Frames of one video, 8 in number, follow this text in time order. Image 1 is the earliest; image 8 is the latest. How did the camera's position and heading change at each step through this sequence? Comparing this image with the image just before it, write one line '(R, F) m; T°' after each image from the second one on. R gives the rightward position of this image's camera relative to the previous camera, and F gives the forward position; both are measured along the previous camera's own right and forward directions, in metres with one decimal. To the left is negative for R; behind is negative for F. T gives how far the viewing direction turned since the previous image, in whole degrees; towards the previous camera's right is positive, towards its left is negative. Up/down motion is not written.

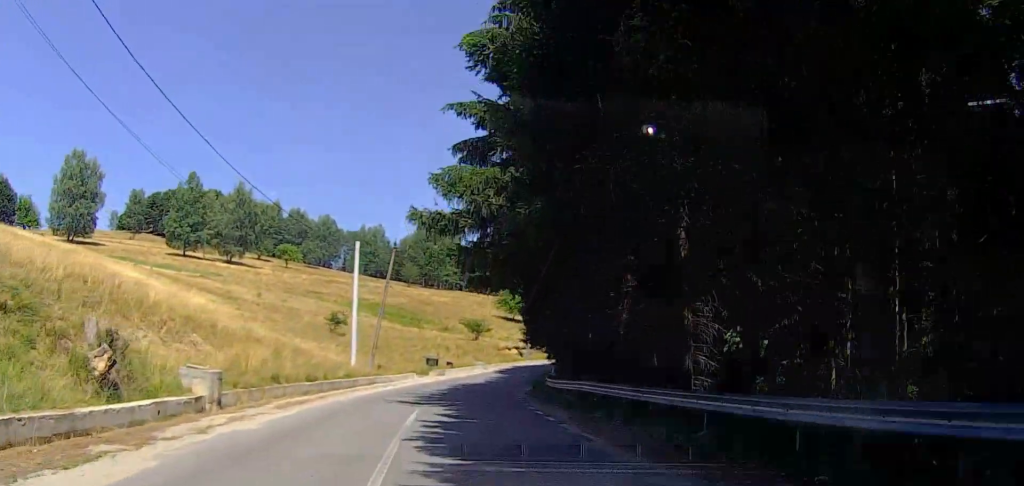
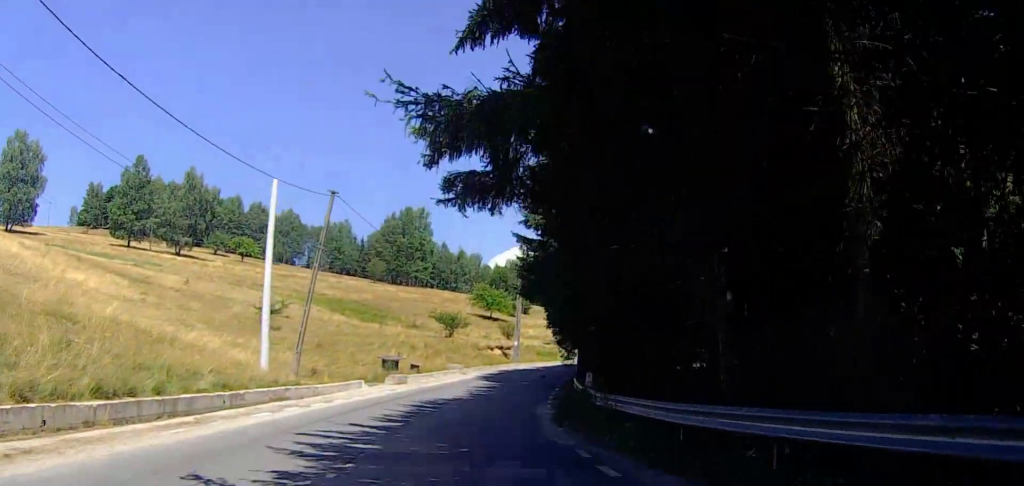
(-1.6, +16.1) m; -5°
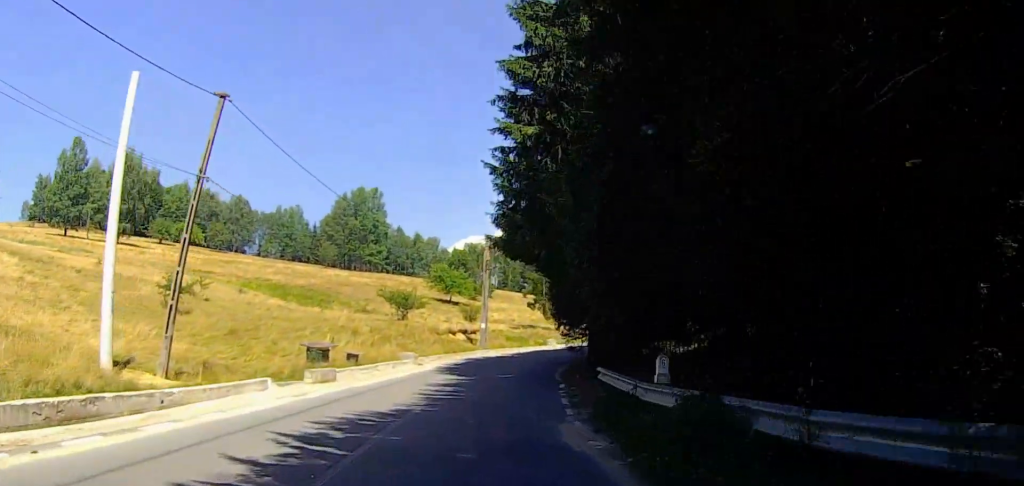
(-0.2, +11.0) m; +3°
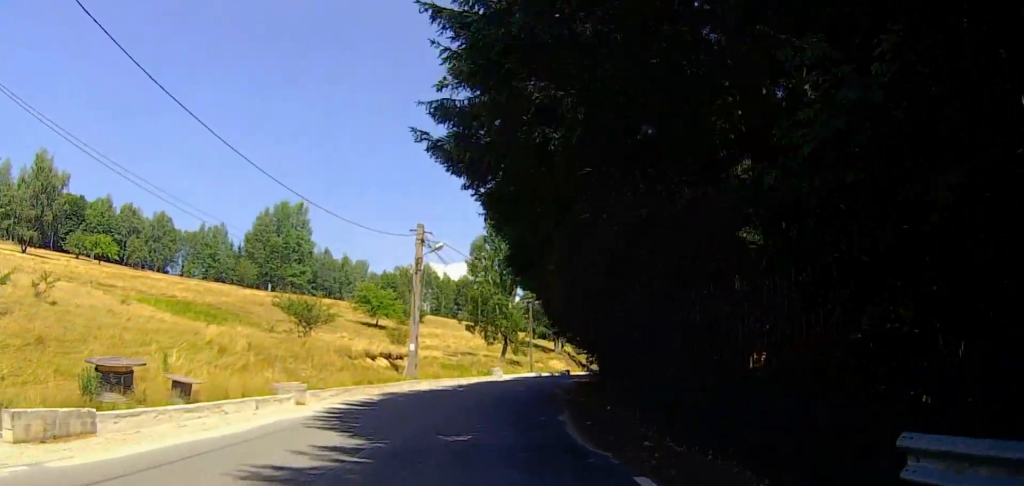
(+1.0, +13.3) m; +9°
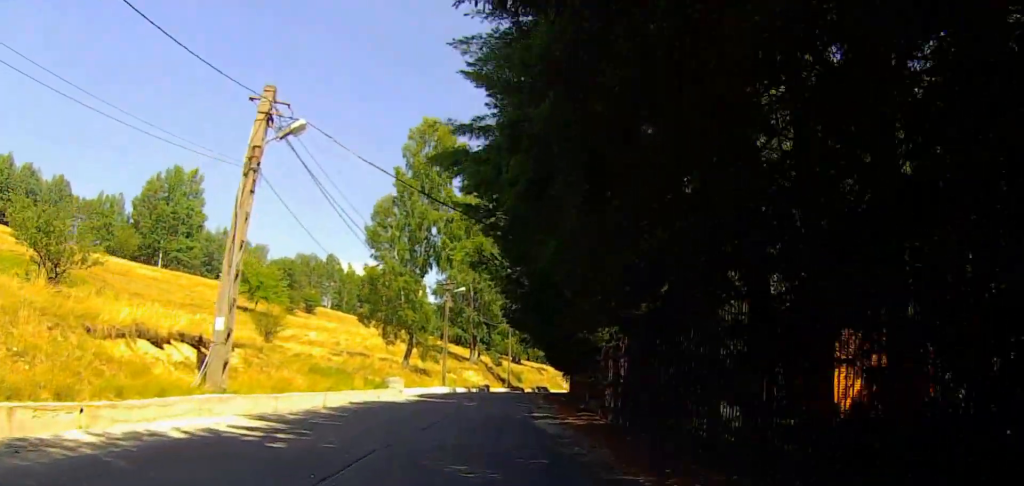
(+2.4, +18.8) m; +10°
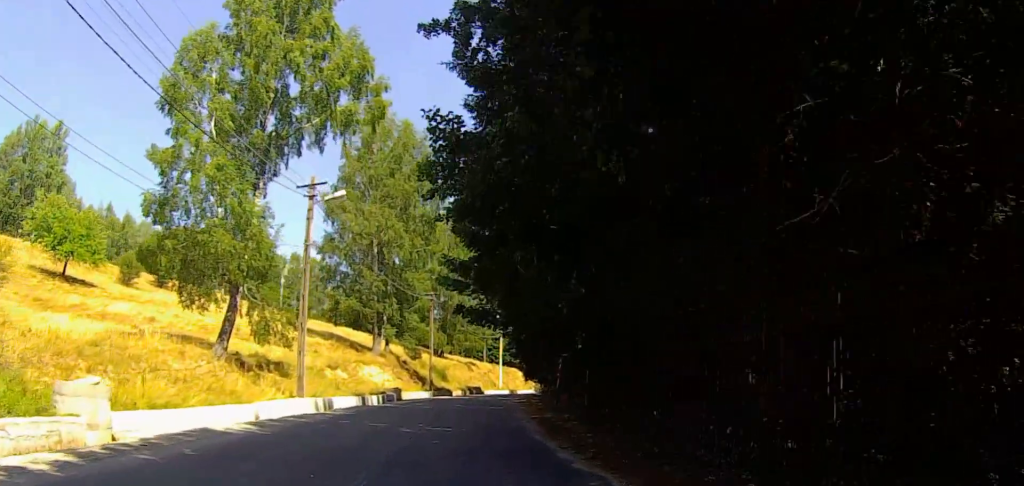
(+0.4, +27.7) m; +5°
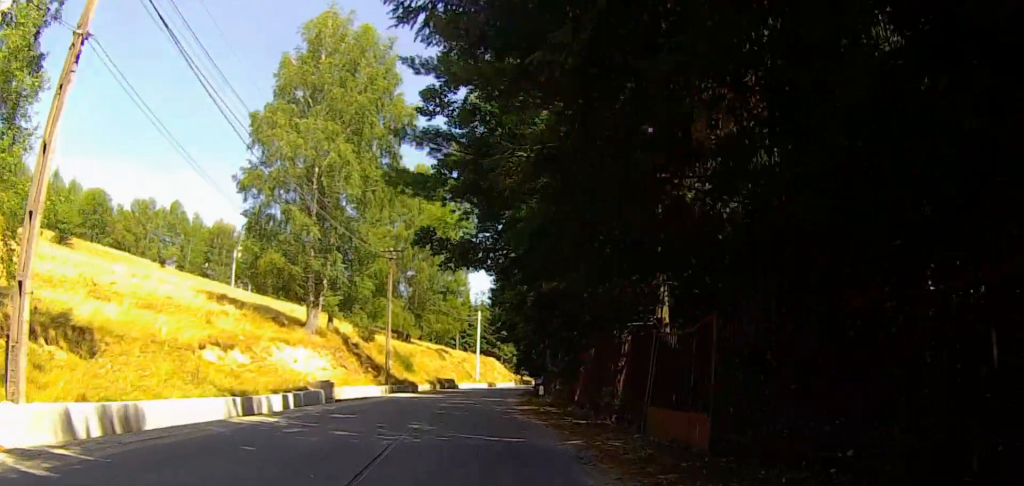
(+1.0, +16.8) m; +5°
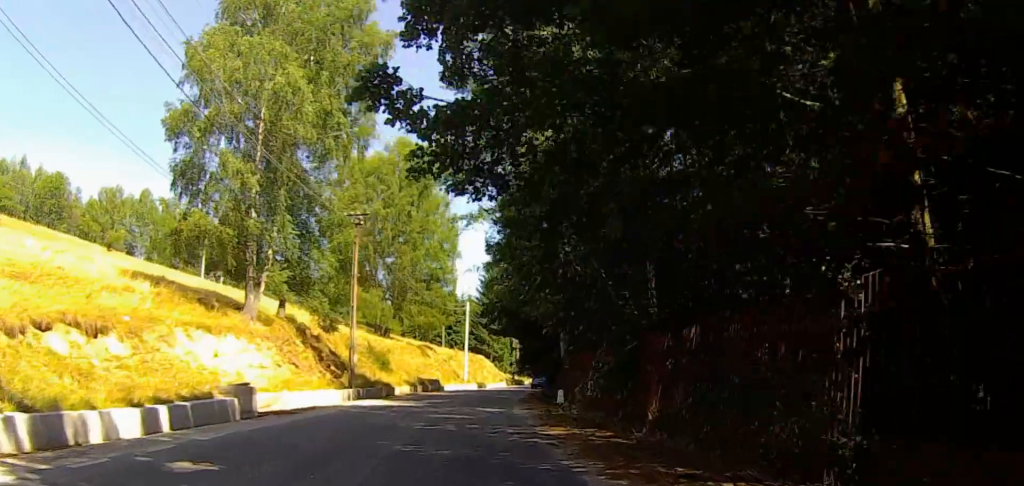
(+0.3, +9.9) m; 0°
